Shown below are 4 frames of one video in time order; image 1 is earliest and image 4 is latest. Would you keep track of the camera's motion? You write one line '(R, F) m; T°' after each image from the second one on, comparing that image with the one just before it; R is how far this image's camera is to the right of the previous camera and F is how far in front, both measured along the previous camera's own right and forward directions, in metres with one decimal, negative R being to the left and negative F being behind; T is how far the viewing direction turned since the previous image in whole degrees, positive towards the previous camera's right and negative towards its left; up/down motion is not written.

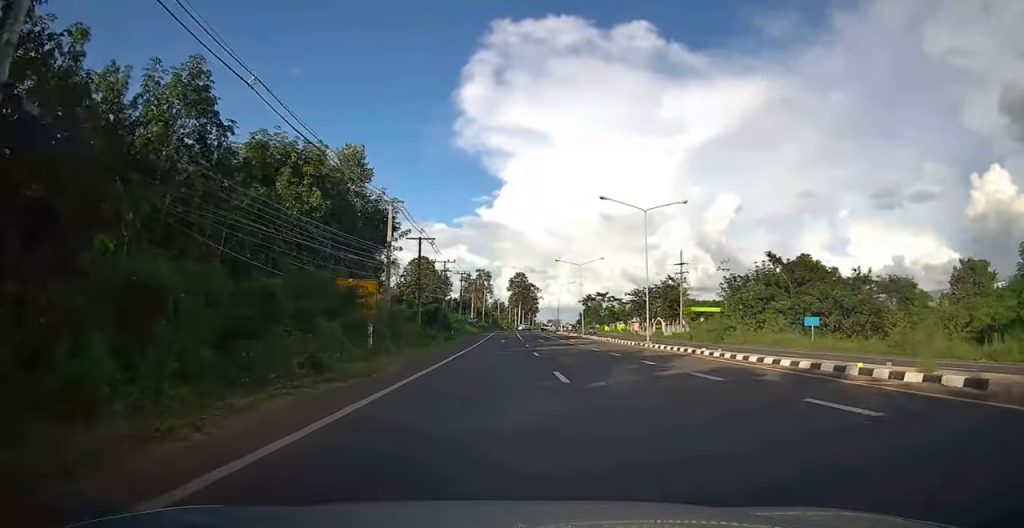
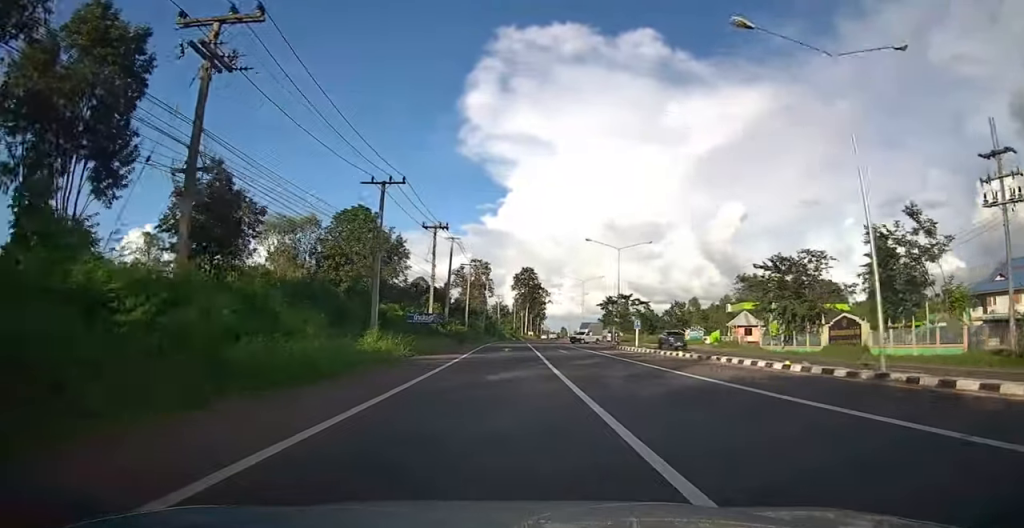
(+0.2, +57.2) m; +1°
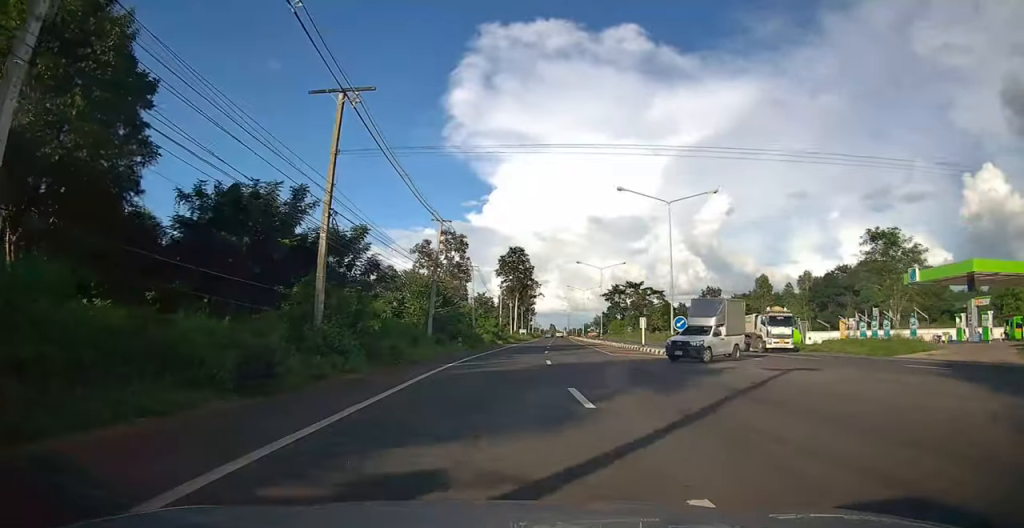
(+0.6, +49.8) m; +2°
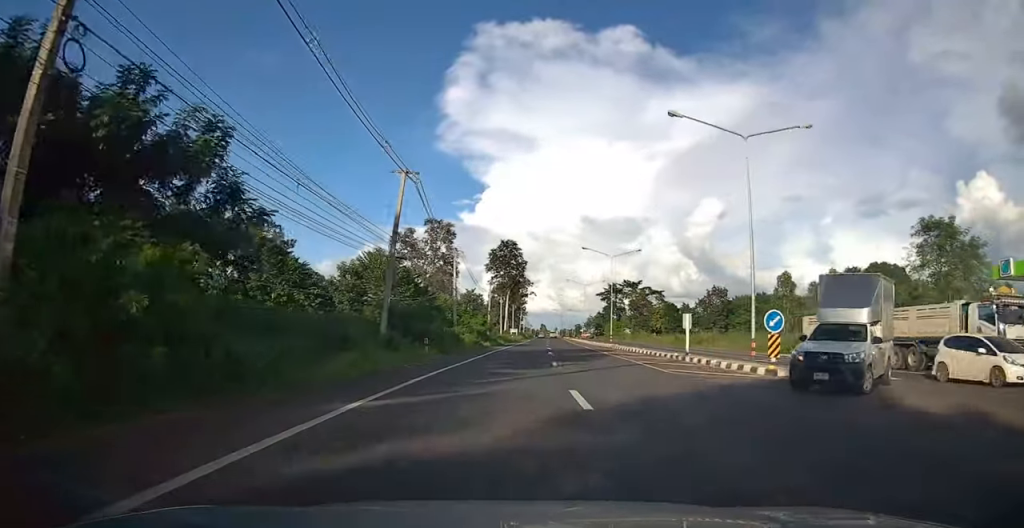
(0.0, +12.2) m; +1°
